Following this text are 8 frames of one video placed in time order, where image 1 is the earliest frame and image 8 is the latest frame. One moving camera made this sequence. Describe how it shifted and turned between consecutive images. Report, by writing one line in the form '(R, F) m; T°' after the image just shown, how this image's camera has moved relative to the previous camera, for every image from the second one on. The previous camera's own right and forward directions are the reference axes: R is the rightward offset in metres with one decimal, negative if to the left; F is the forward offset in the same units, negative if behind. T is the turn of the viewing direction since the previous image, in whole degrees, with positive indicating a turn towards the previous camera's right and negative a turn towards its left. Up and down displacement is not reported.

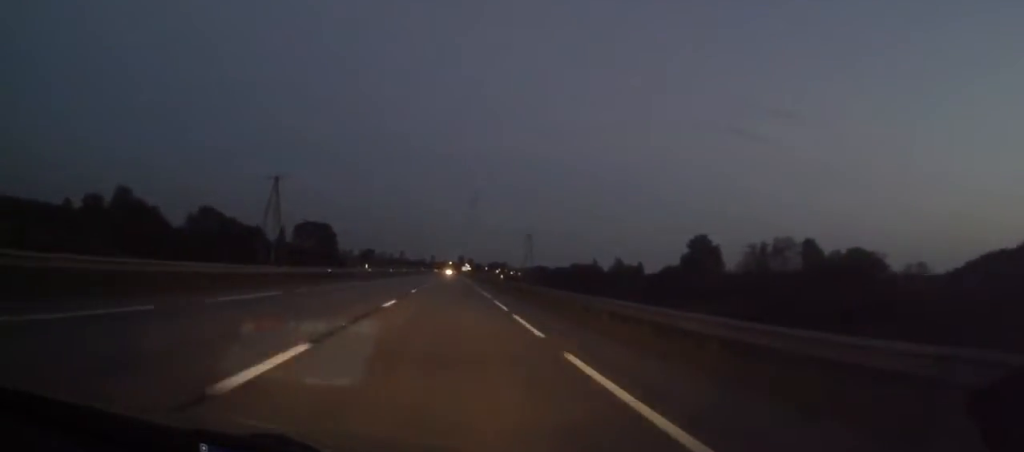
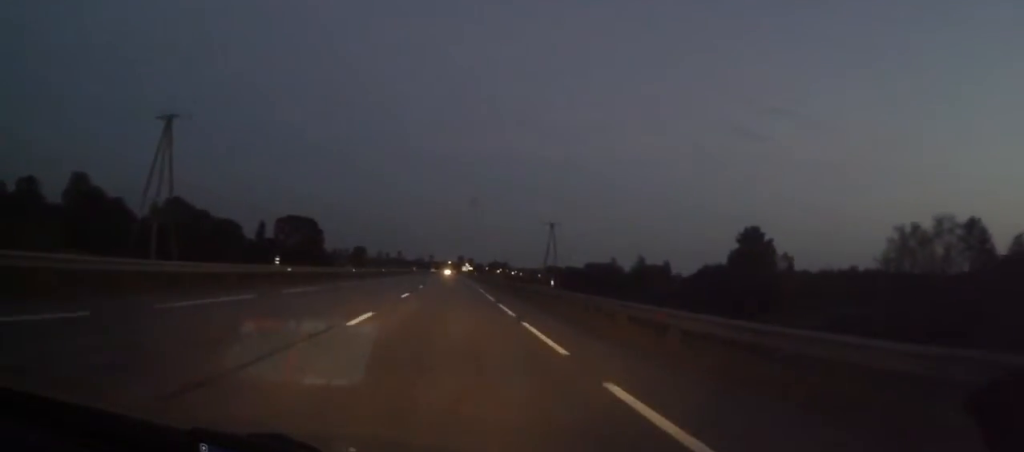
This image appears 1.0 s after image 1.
(+0.1, +29.7) m; 0°
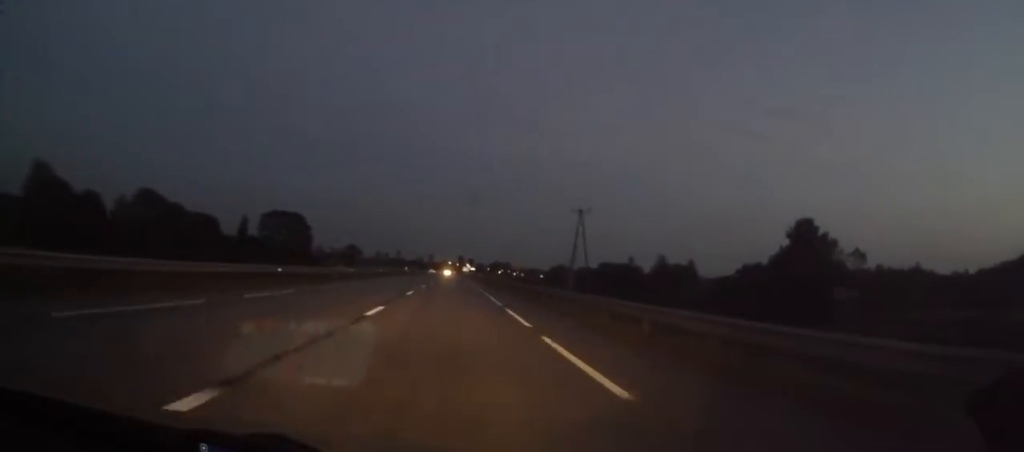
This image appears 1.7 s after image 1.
(-0.1, +21.8) m; 0°
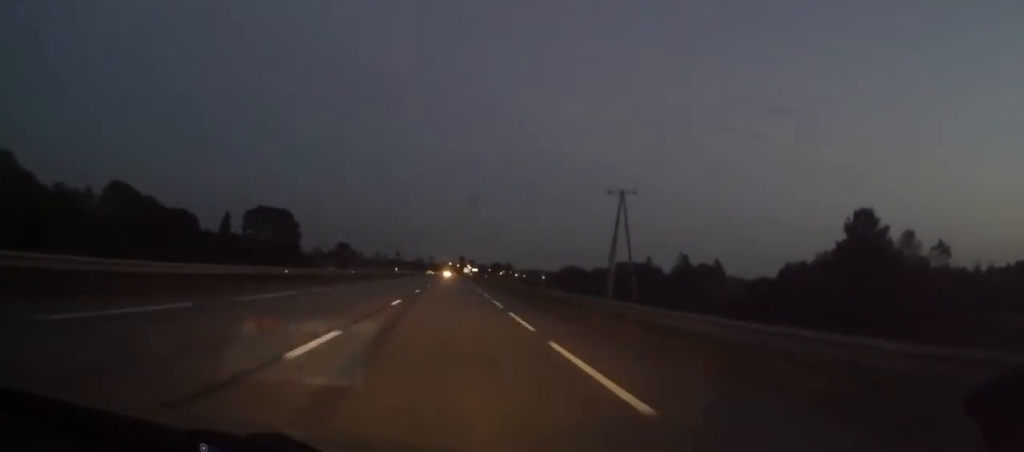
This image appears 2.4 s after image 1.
(-0.1, +18.8) m; 0°
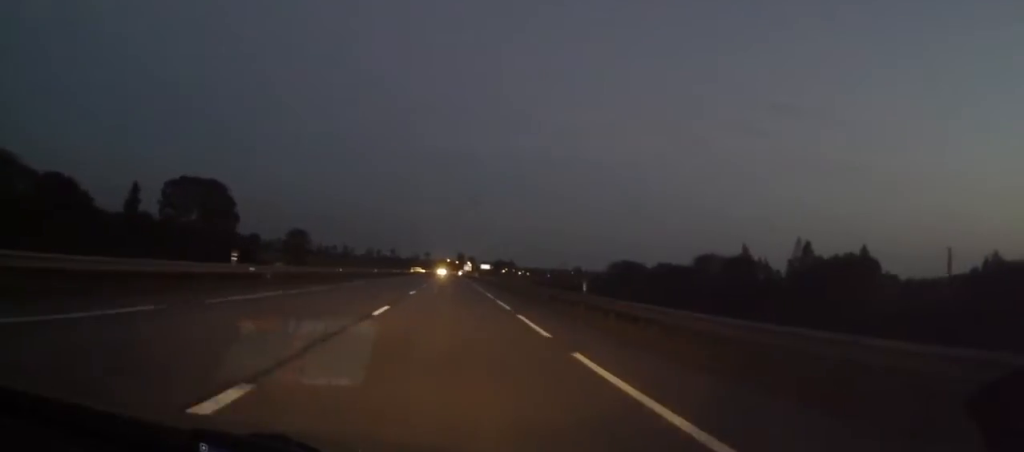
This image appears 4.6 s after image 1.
(+0.7, +65.7) m; +1°
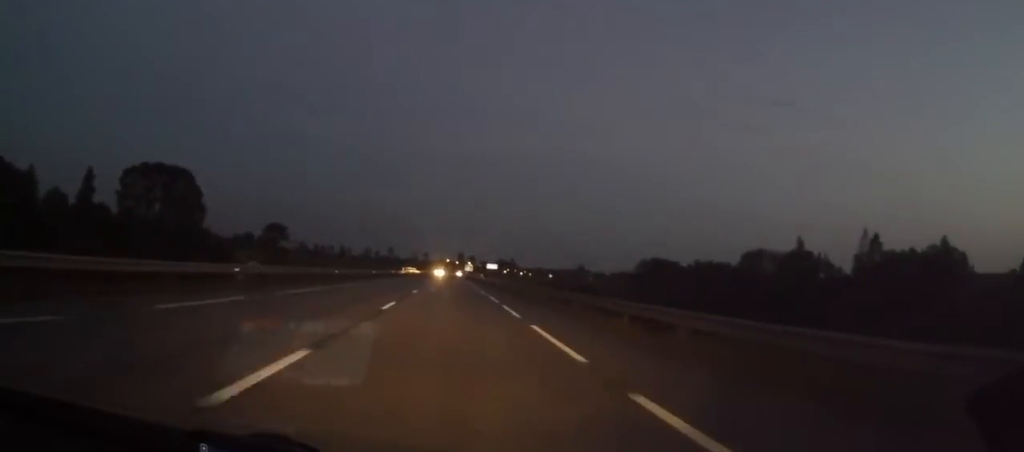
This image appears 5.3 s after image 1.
(0.0, +21.9) m; 0°
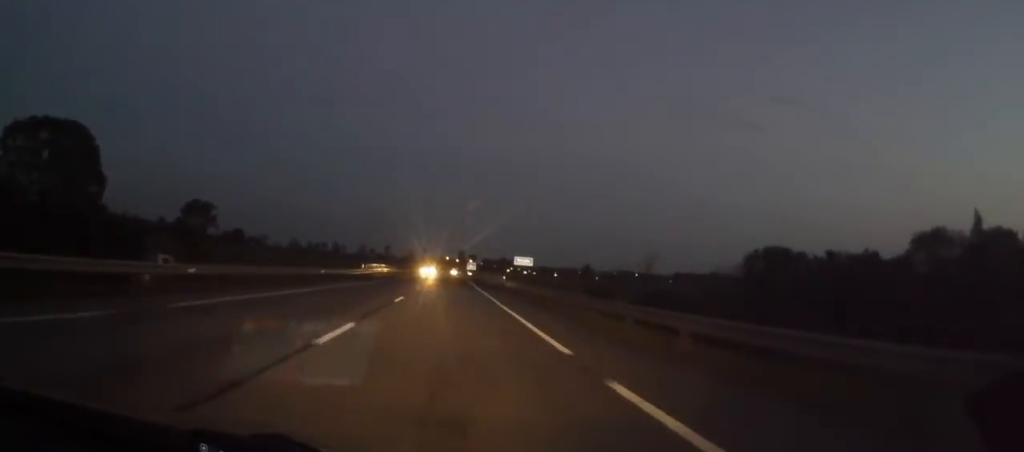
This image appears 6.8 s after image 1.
(-0.2, +44.2) m; 0°
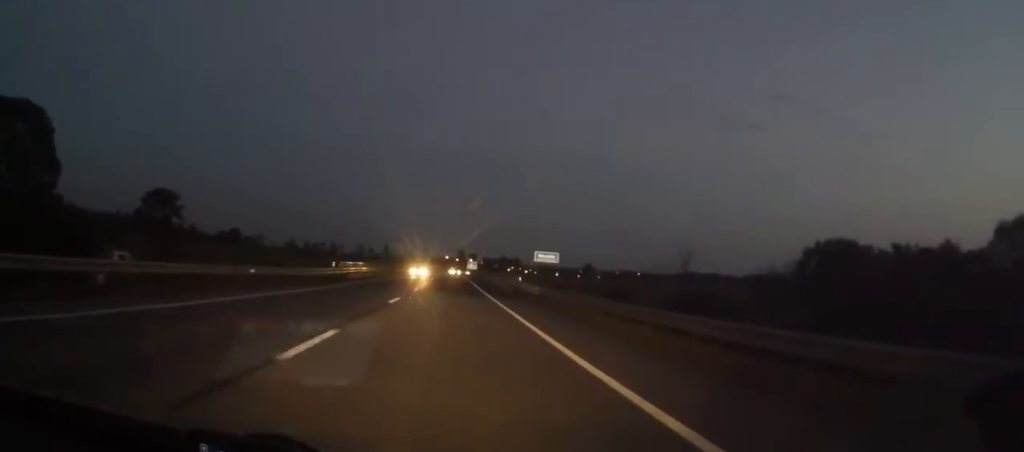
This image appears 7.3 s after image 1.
(+0.1, +13.8) m; 0°
